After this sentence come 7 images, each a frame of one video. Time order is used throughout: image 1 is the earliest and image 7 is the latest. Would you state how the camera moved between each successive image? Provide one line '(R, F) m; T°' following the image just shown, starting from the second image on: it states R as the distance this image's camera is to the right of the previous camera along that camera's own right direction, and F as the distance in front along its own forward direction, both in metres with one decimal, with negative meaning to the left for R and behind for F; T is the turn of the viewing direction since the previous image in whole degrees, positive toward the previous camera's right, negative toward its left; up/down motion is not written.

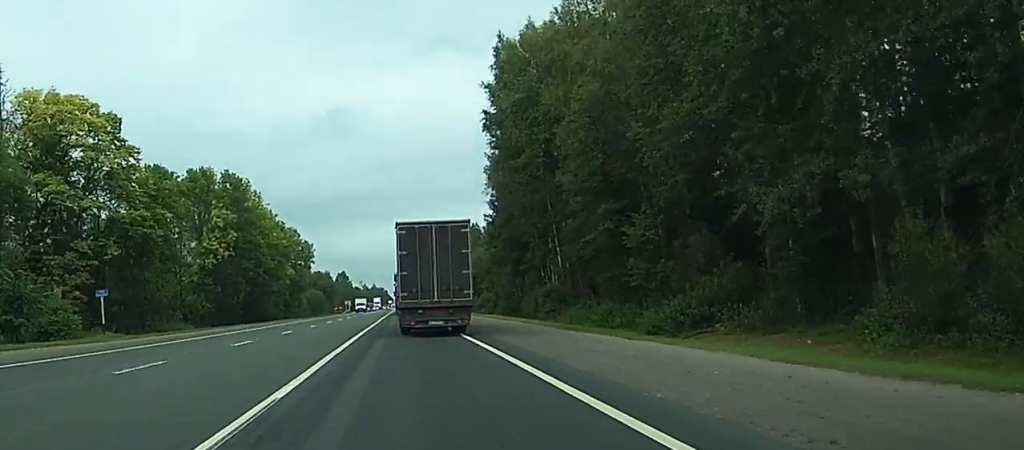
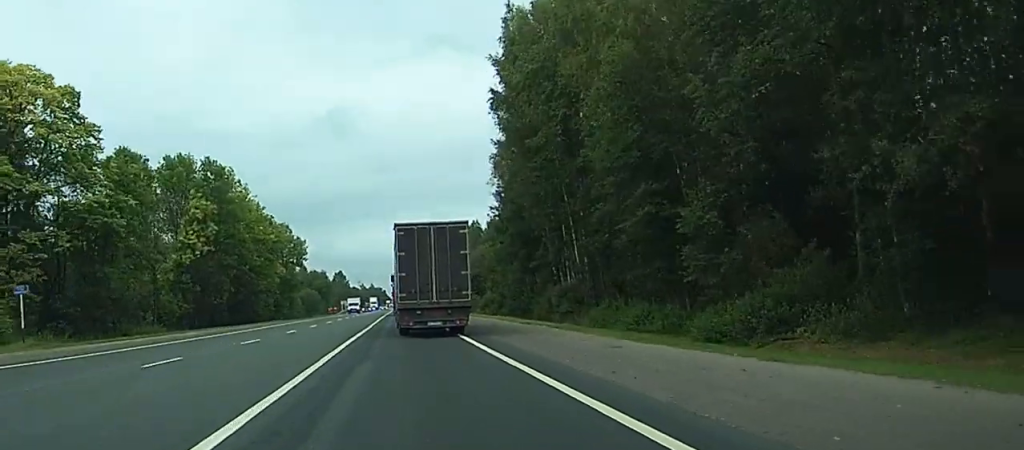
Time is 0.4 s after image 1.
(0.0, +9.7) m; 0°
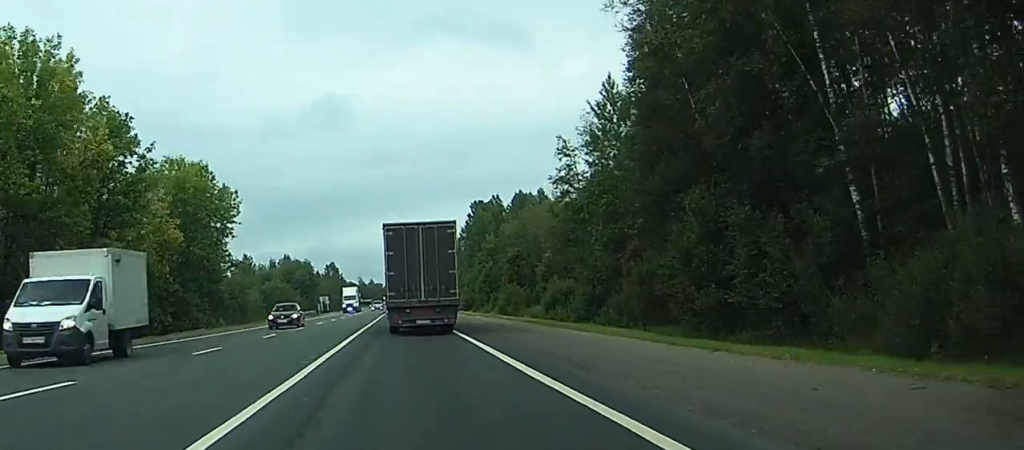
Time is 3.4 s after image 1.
(-0.3, +66.2) m; -1°
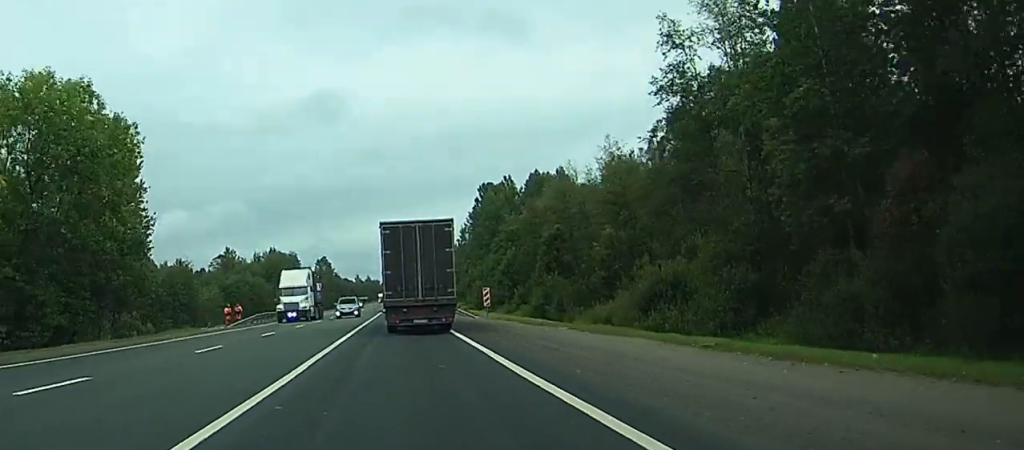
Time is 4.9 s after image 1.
(0.0, +34.2) m; 0°
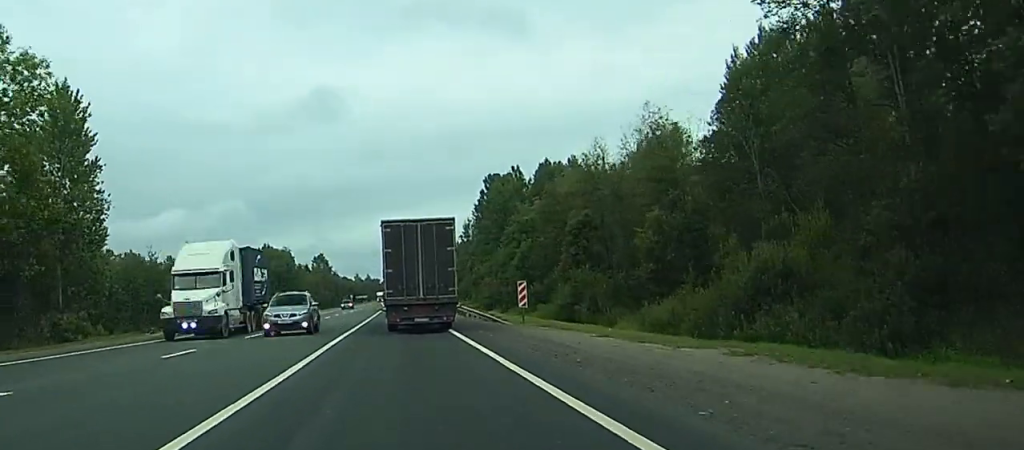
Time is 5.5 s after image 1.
(-0.1, +15.4) m; 0°
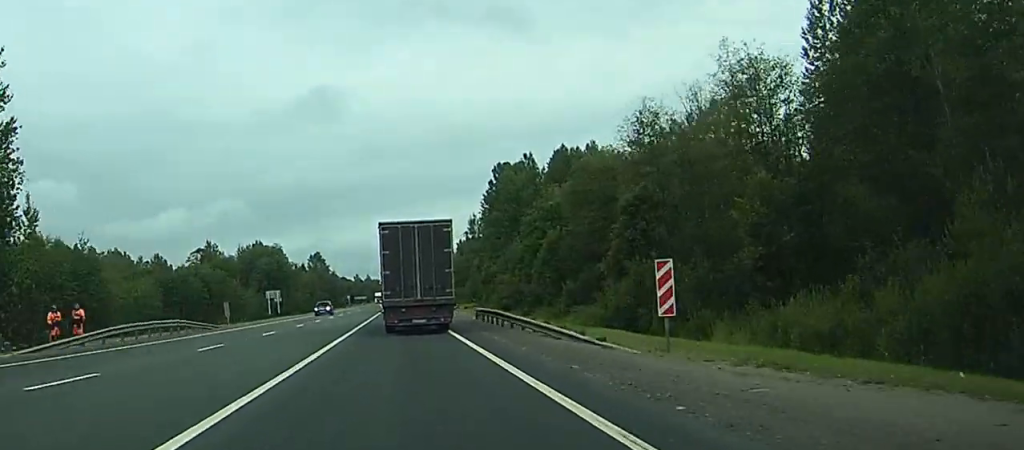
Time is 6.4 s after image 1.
(0.0, +20.1) m; 0°
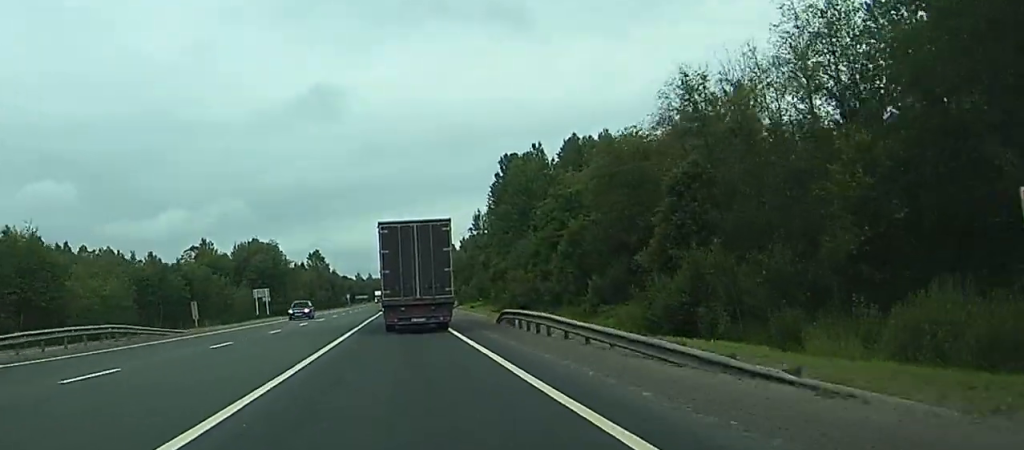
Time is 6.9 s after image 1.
(0.0, +10.8) m; 0°
